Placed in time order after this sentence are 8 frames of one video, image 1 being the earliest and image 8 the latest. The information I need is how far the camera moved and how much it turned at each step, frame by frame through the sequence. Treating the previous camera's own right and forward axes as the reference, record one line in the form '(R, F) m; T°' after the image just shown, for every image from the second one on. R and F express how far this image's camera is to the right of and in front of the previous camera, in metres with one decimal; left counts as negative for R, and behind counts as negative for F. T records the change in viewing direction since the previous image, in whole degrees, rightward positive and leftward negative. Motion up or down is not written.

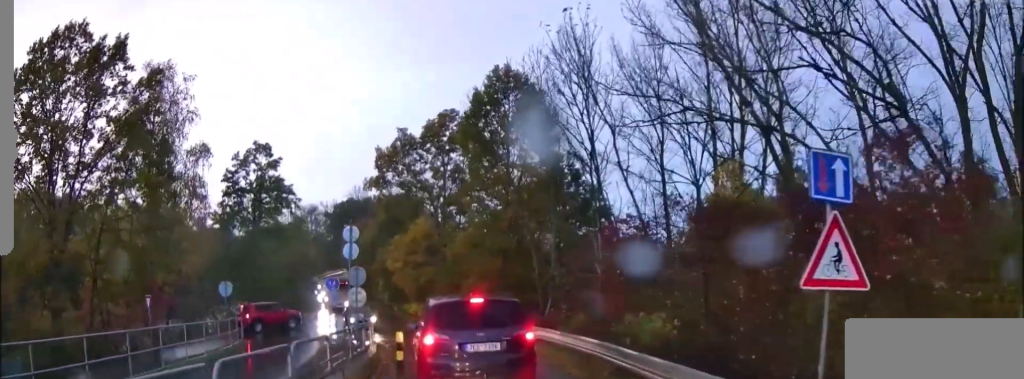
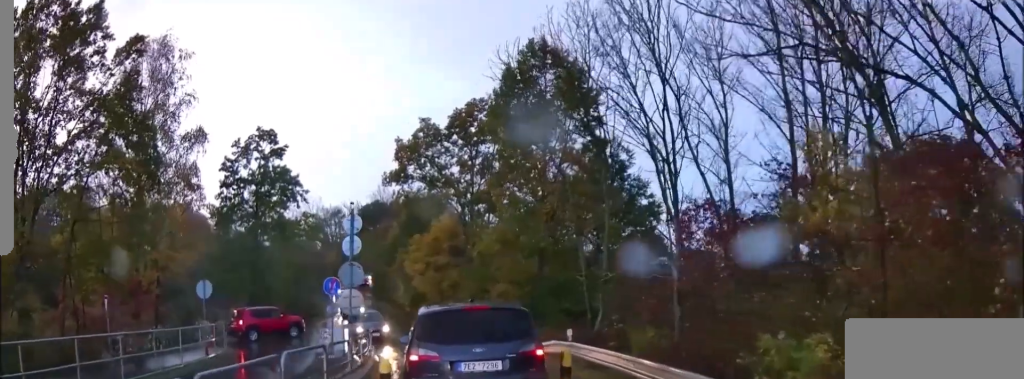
(-0.4, +6.9) m; -3°
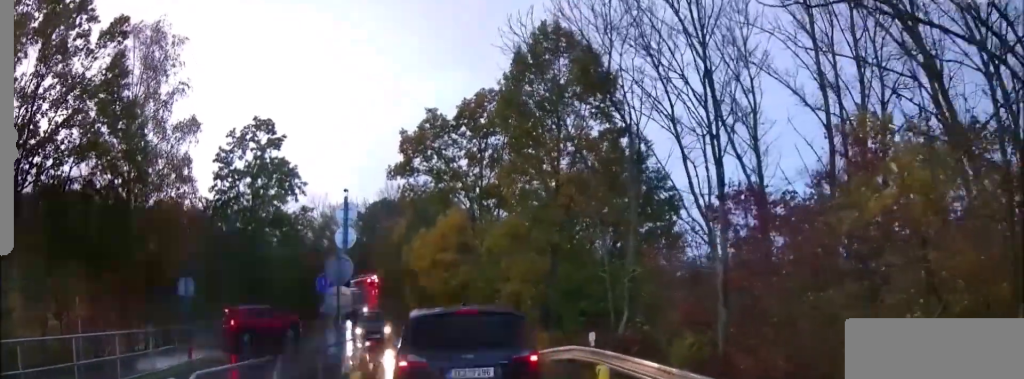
(0.0, +3.0) m; 0°
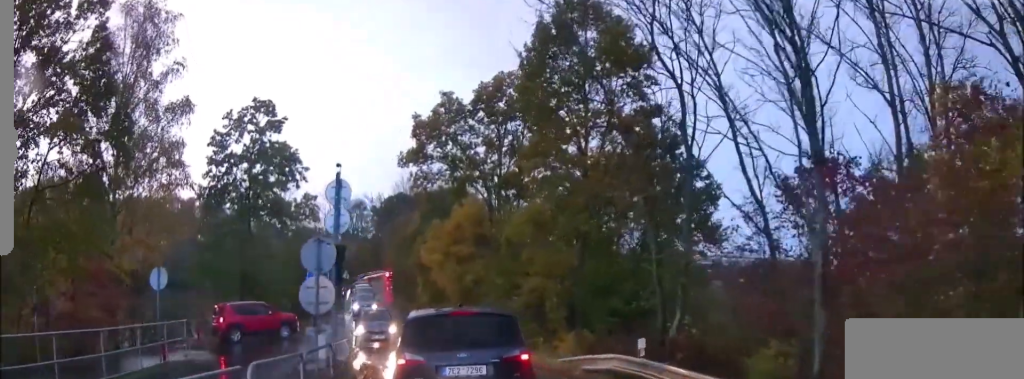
(0.0, +4.2) m; 0°
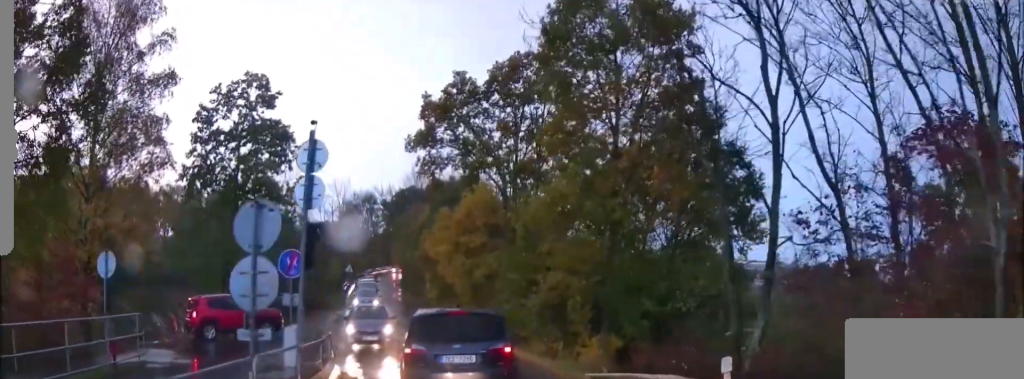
(0.0, +4.9) m; 0°
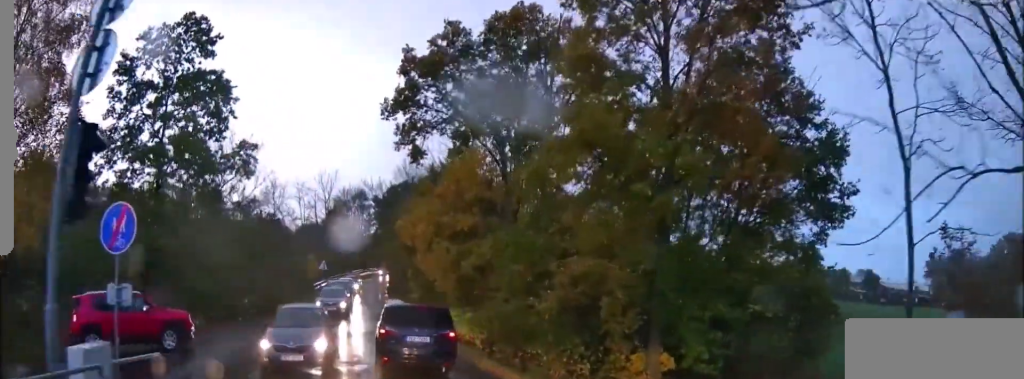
(0.0, +8.4) m; 0°
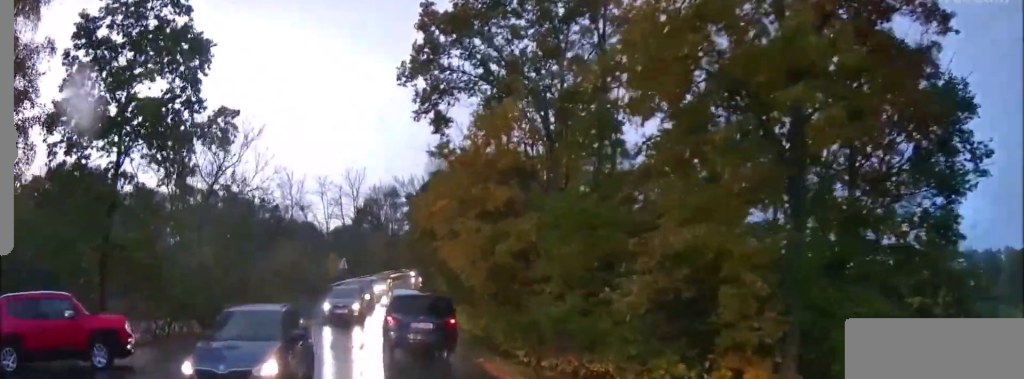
(0.0, +4.2) m; 0°
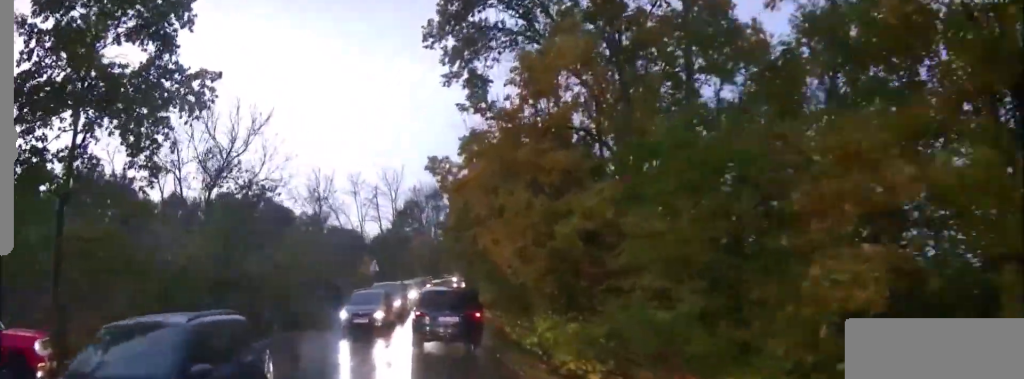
(0.0, +3.4) m; 0°
